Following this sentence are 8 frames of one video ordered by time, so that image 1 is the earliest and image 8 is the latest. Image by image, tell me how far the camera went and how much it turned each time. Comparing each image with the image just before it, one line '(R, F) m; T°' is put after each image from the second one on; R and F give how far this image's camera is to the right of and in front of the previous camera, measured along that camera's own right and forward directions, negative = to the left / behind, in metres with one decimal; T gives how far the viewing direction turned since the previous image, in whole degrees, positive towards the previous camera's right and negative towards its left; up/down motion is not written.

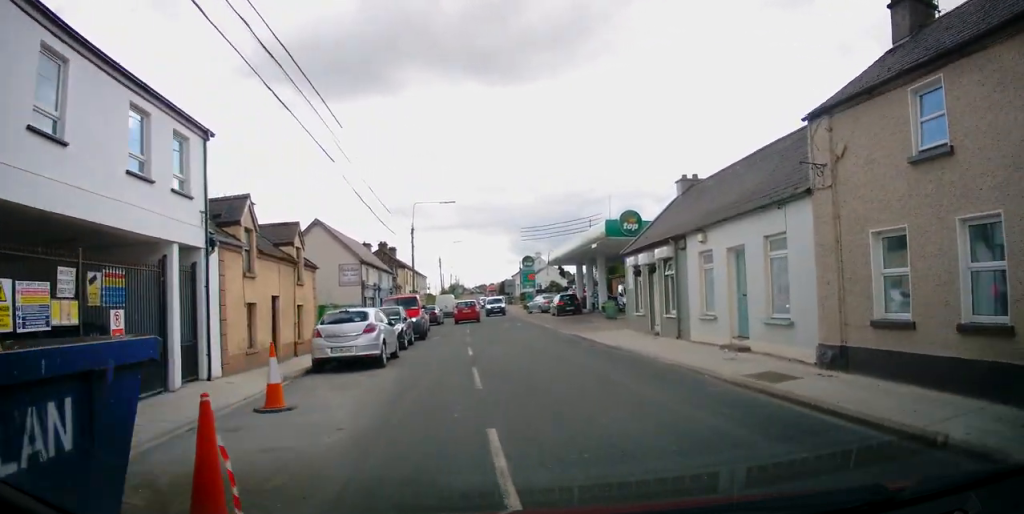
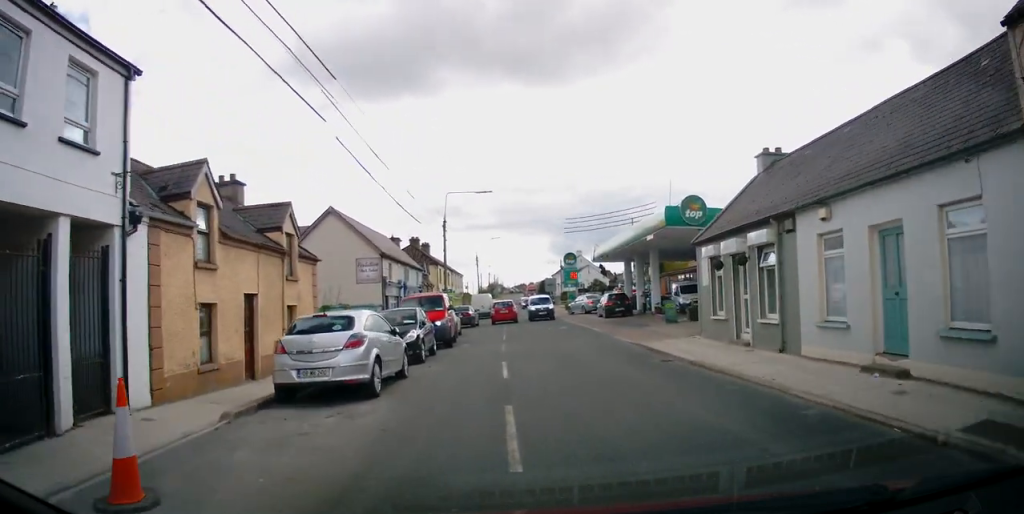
(0.0, +4.0) m; -1°
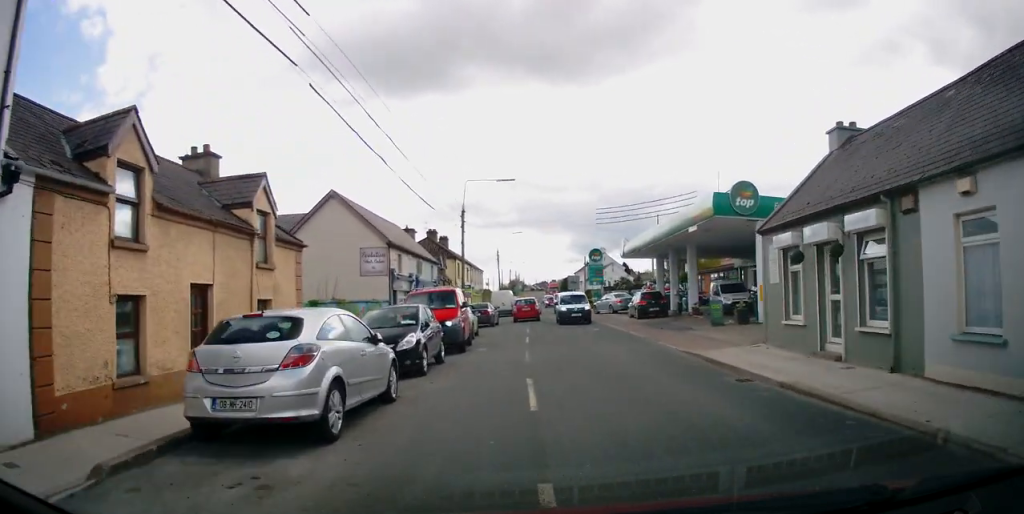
(0.0, +3.1) m; -1°
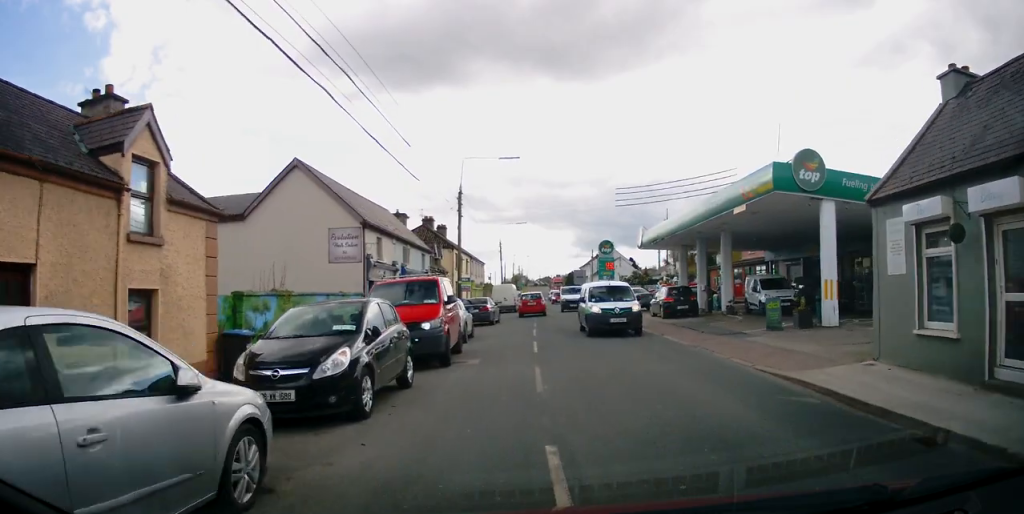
(0.0, +4.5) m; -1°
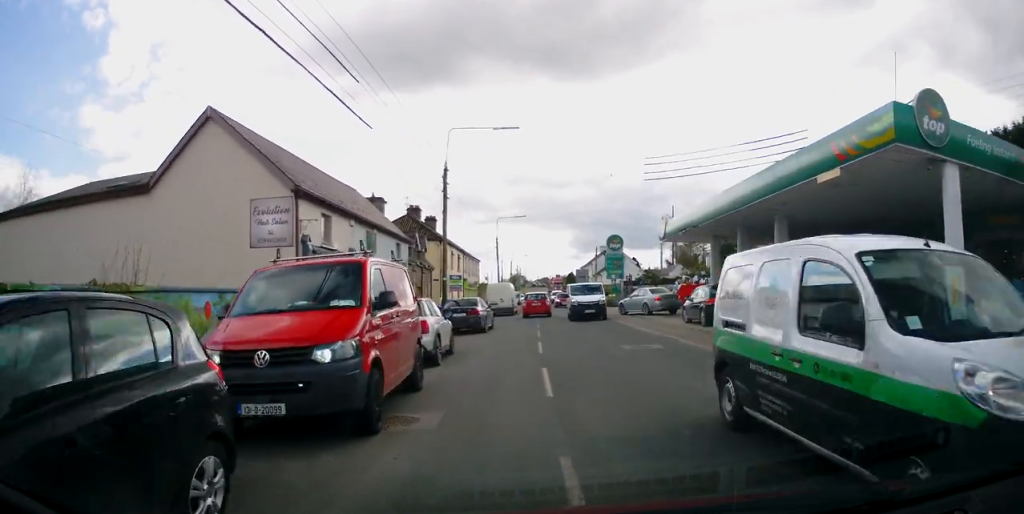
(-0.1, +6.0) m; +1°
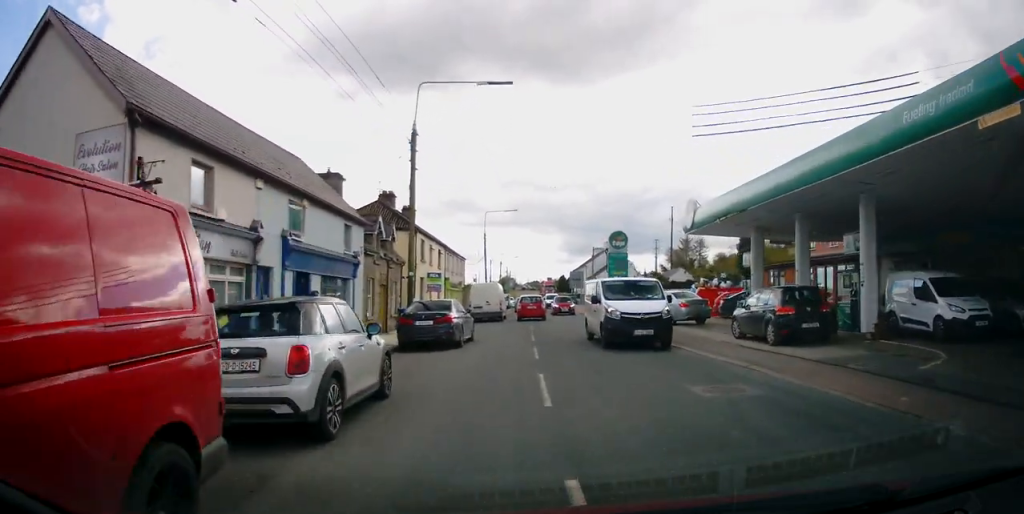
(+0.2, +6.4) m; +1°
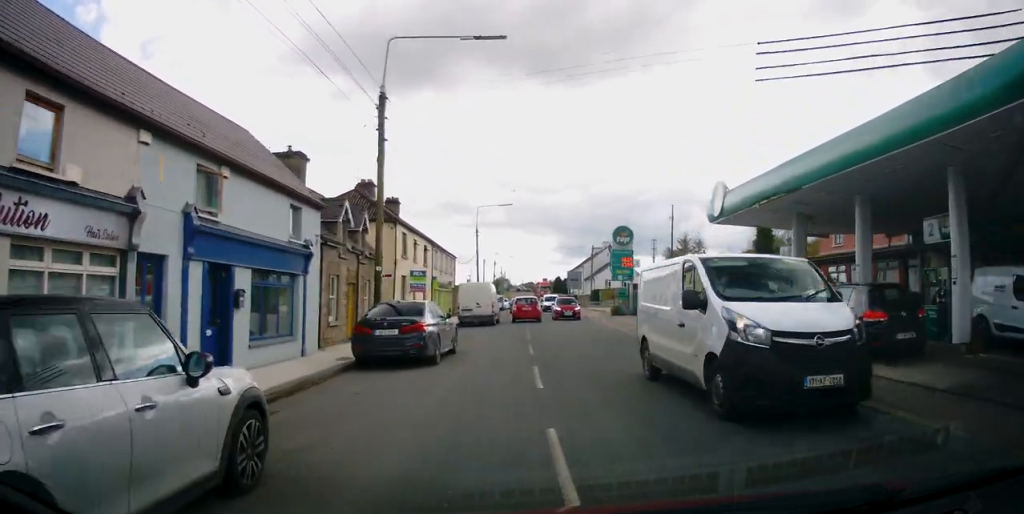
(0.0, +4.1) m; -1°
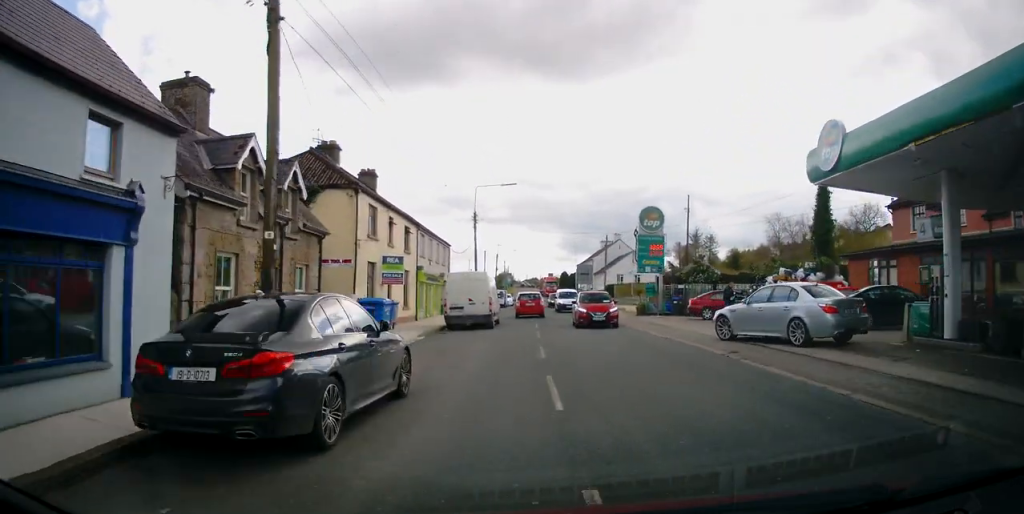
(-0.1, +7.7) m; -1°
